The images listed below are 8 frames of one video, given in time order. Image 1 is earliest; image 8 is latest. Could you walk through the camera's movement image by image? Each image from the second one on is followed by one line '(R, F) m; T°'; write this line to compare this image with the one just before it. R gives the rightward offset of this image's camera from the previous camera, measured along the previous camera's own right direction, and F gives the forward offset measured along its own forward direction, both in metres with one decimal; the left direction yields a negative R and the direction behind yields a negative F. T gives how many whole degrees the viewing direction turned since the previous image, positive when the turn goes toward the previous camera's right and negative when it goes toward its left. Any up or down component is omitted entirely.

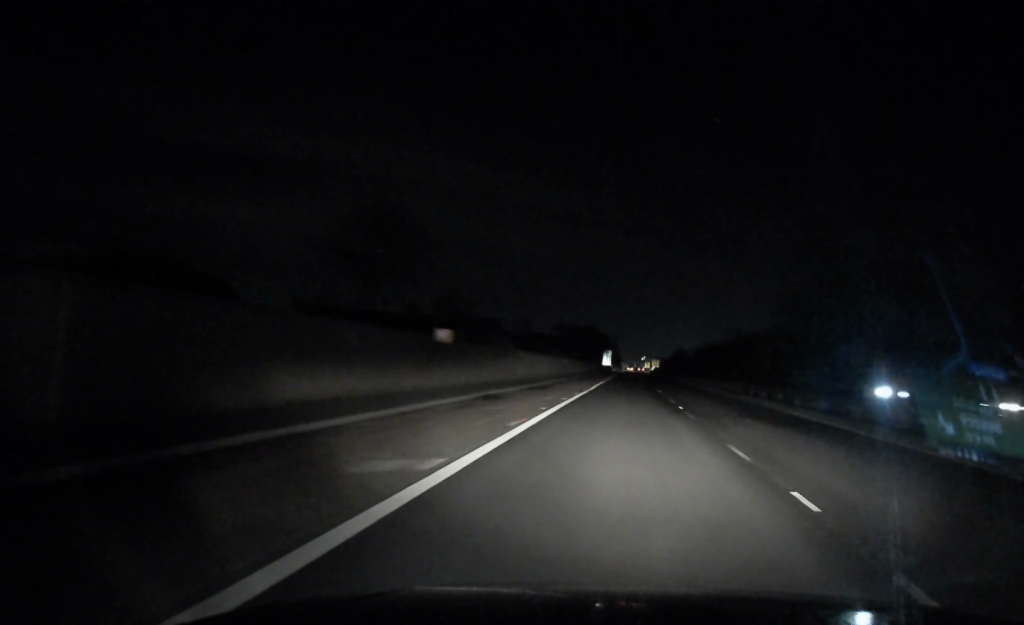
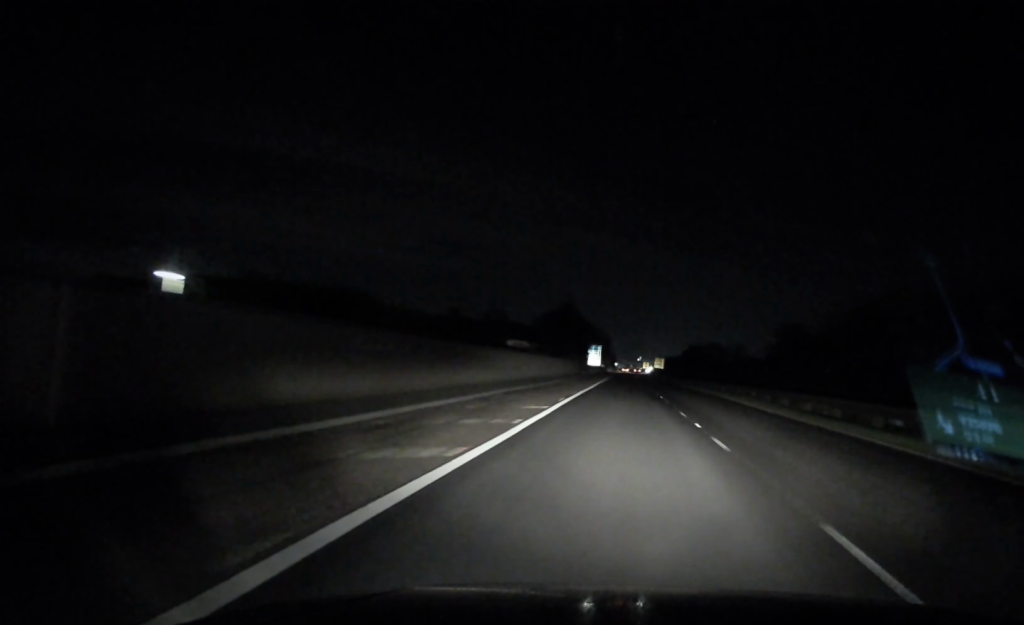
(0.0, +57.8) m; 0°
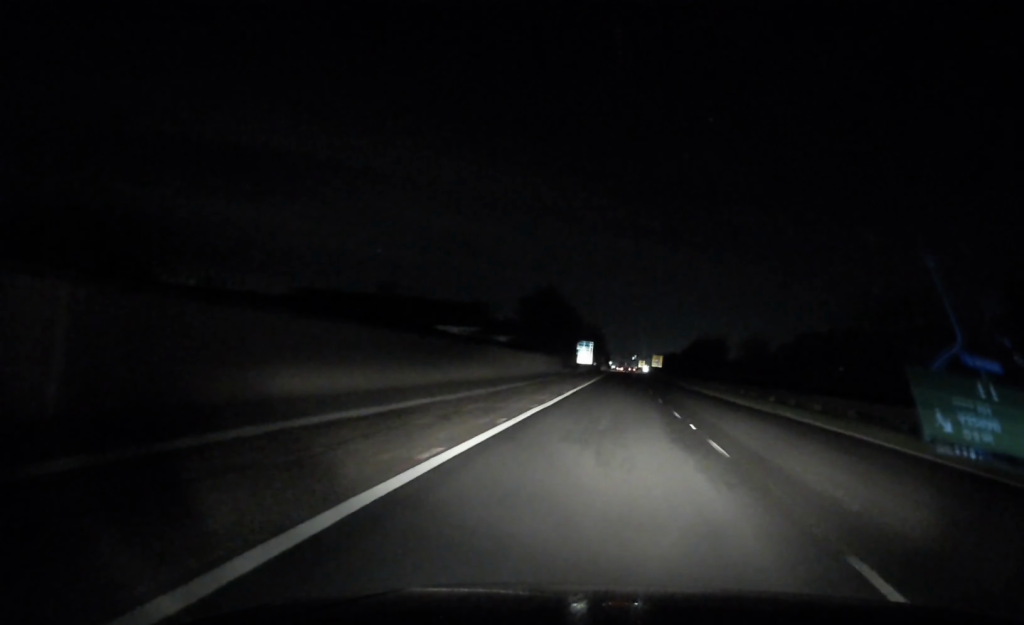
(-0.1, +19.0) m; 0°
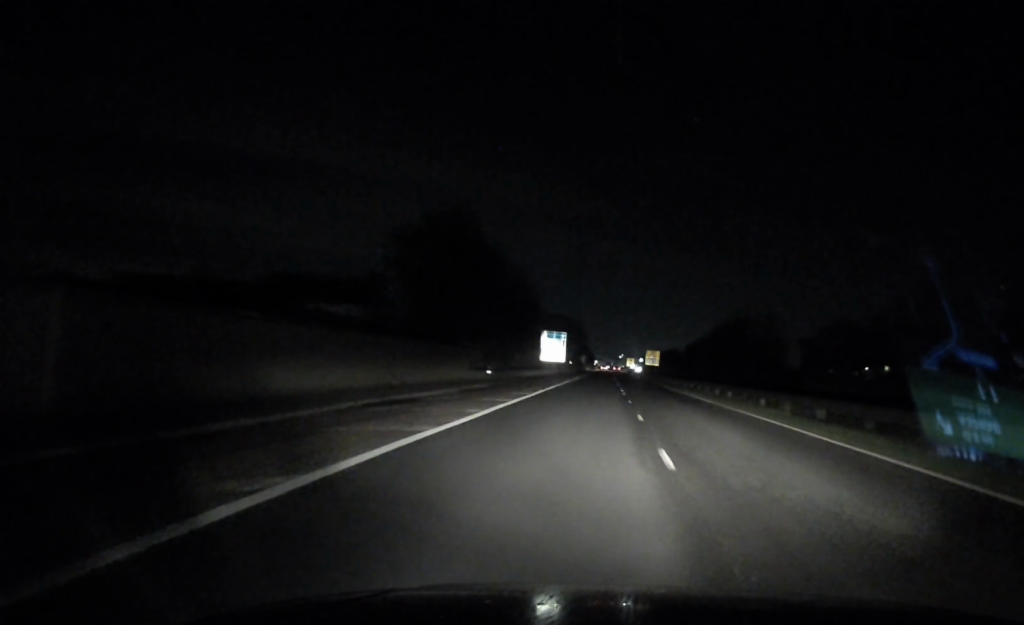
(+0.4, +44.4) m; +1°
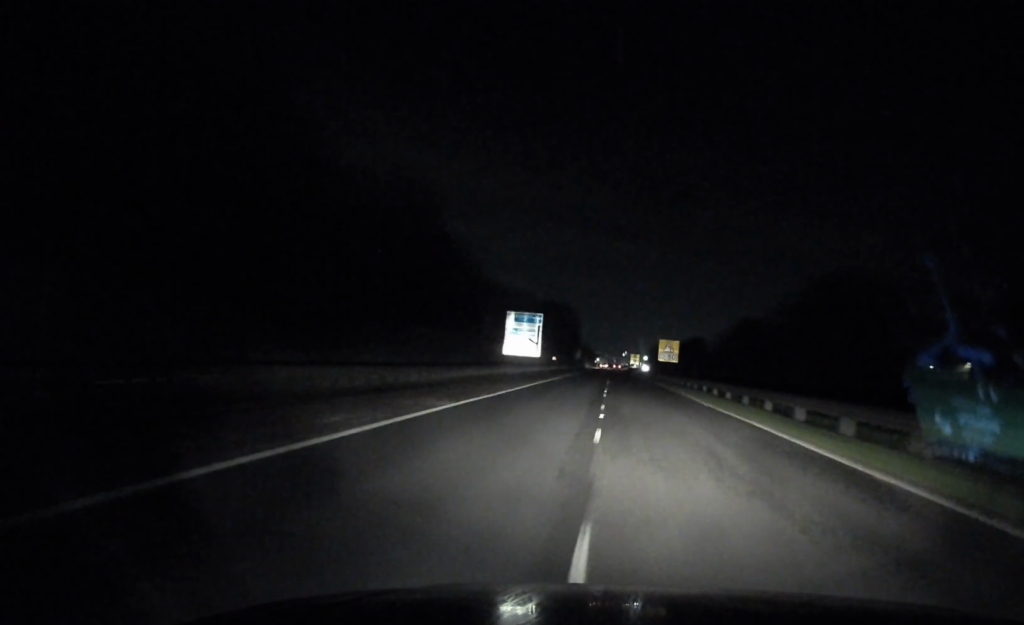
(0.0, +41.9) m; 0°
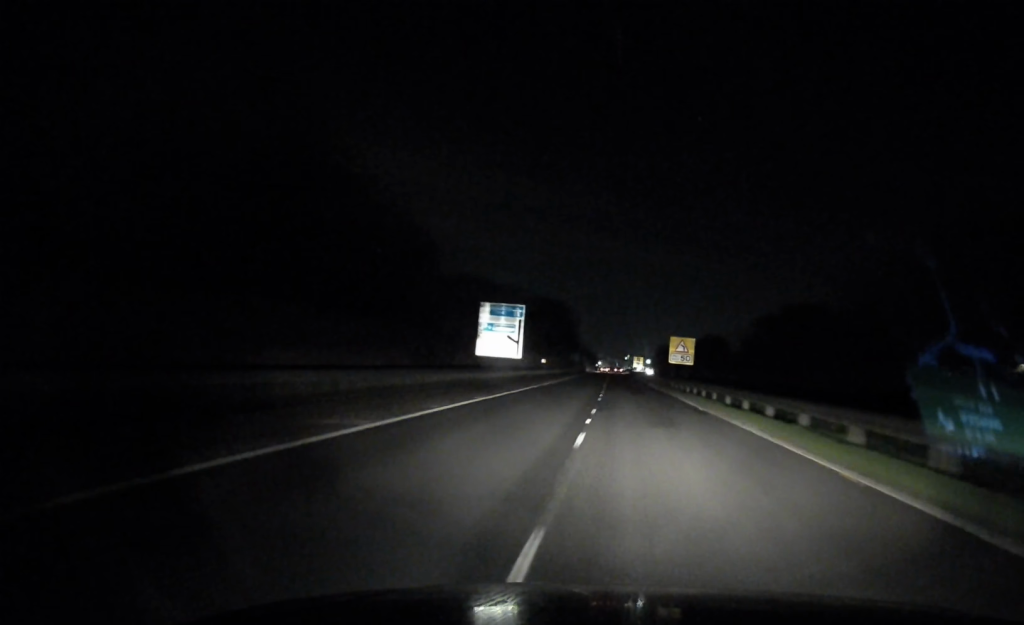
(0.0, +17.6) m; 0°
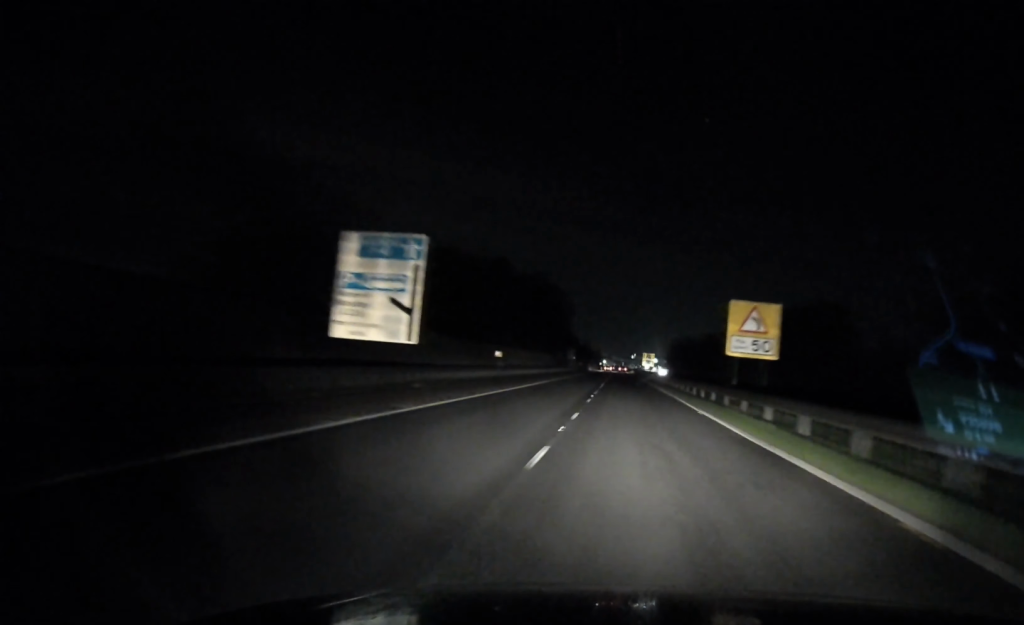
(0.0, +37.0) m; 0°
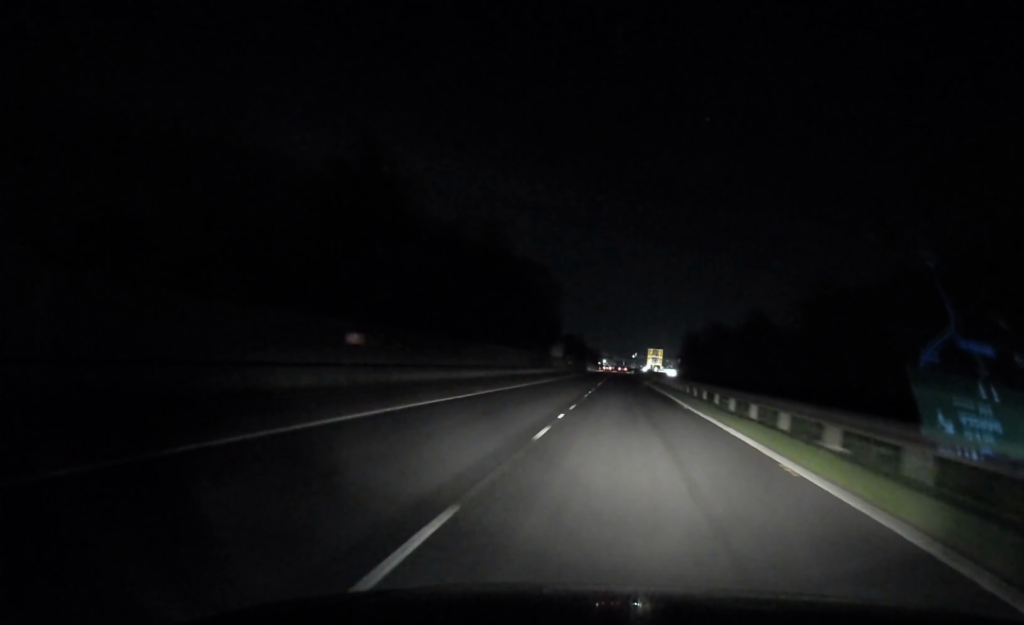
(0.0, +31.7) m; 0°
